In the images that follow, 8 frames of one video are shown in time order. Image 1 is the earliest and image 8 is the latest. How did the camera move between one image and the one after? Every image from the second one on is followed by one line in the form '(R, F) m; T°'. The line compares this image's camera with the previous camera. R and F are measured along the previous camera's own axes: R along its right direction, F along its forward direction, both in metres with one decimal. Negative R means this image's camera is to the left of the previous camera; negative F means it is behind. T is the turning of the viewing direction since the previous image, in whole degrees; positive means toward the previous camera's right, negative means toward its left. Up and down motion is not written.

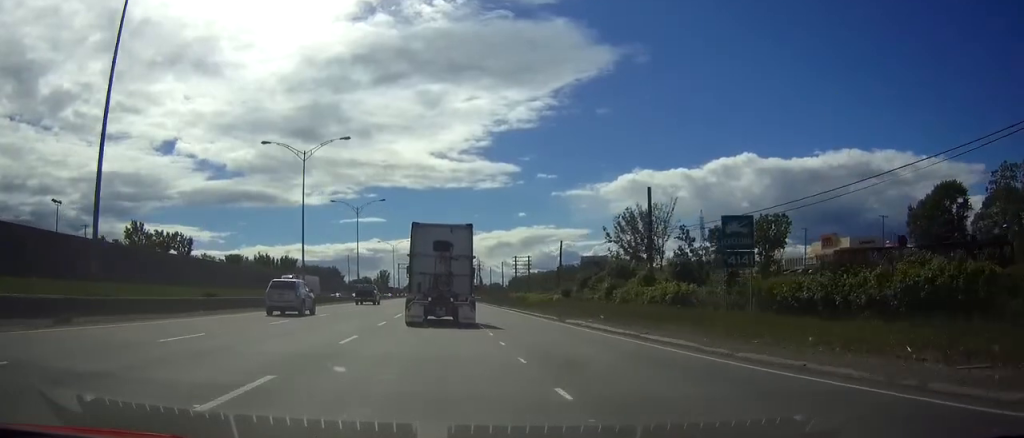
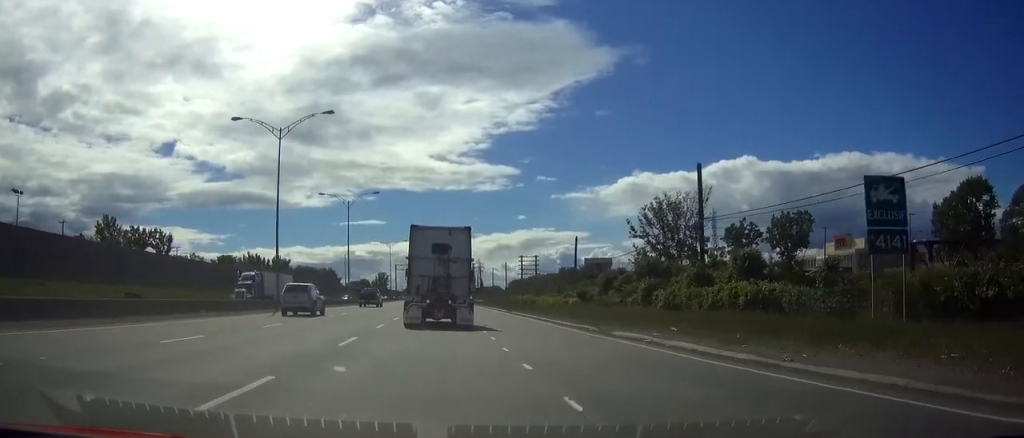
(0.0, +8.9) m; 0°
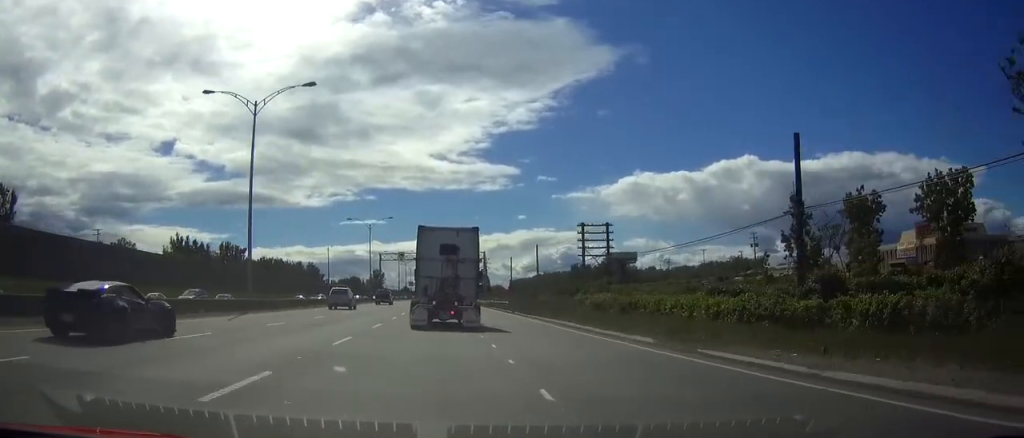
(0.0, +44.1) m; 0°
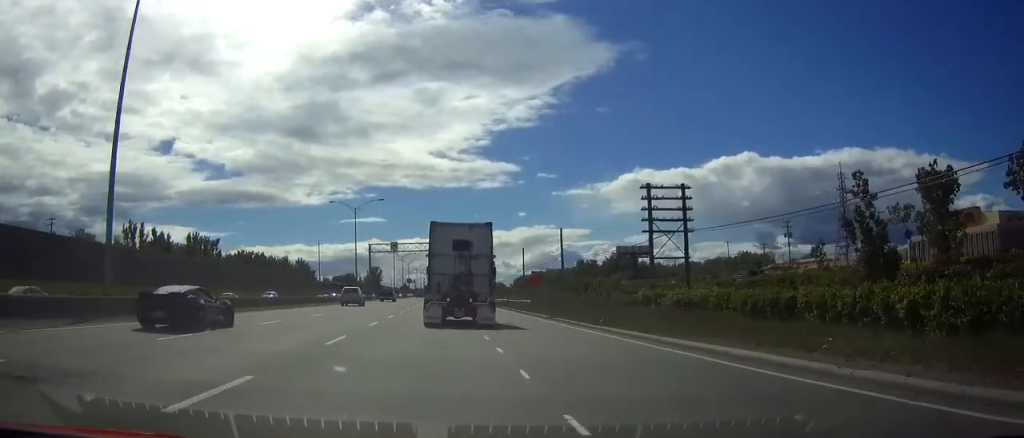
(-0.1, +18.6) m; 0°
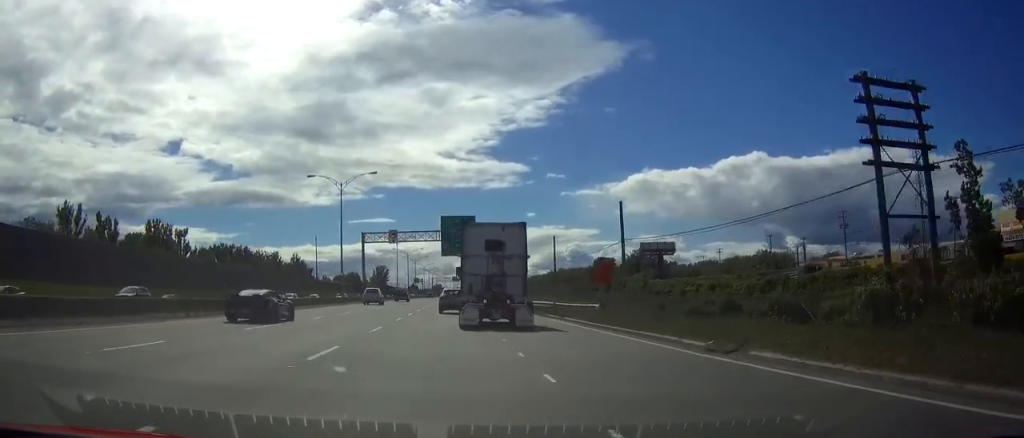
(+0.1, +21.2) m; 0°
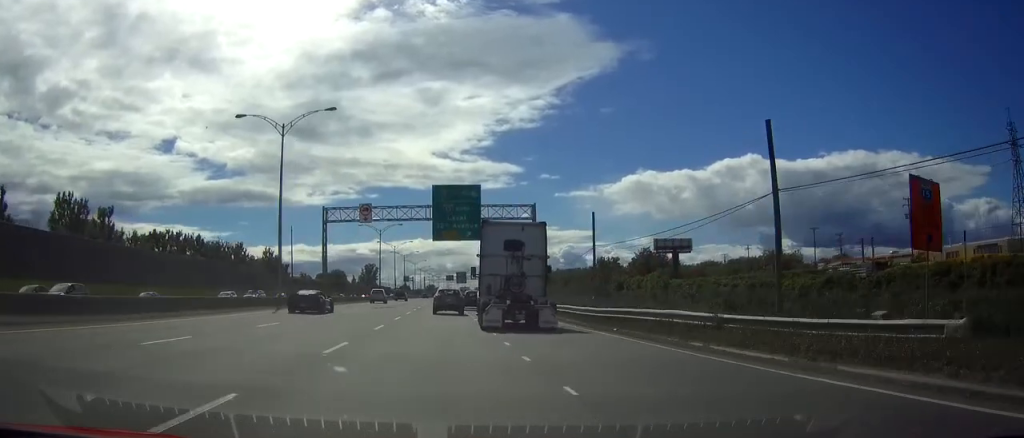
(-0.1, +25.5) m; 0°
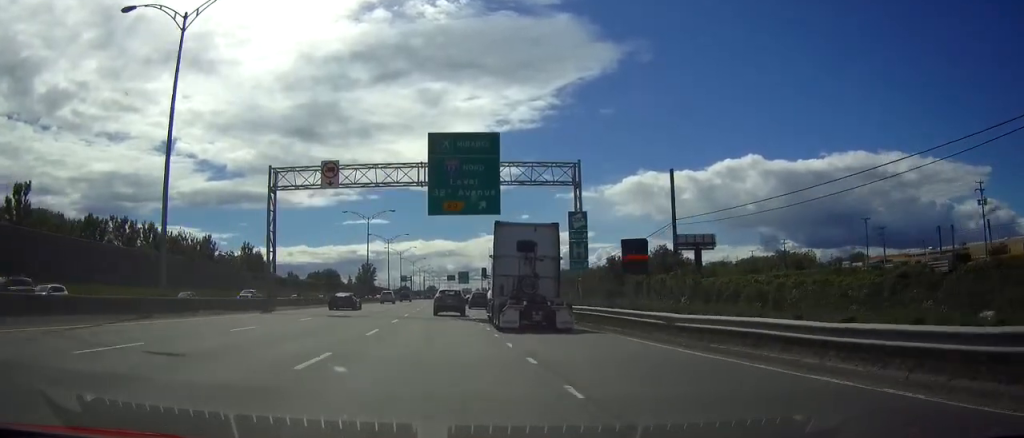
(+0.1, +21.0) m; 0°
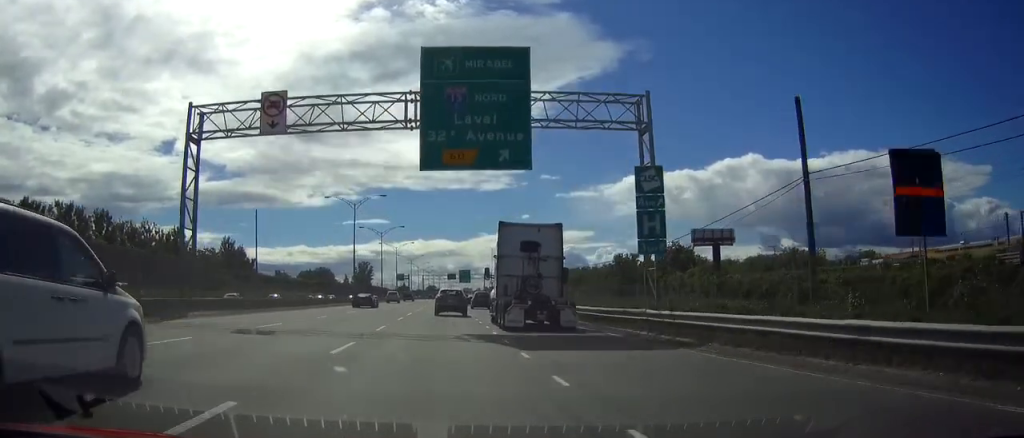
(-0.1, +15.5) m; 0°
